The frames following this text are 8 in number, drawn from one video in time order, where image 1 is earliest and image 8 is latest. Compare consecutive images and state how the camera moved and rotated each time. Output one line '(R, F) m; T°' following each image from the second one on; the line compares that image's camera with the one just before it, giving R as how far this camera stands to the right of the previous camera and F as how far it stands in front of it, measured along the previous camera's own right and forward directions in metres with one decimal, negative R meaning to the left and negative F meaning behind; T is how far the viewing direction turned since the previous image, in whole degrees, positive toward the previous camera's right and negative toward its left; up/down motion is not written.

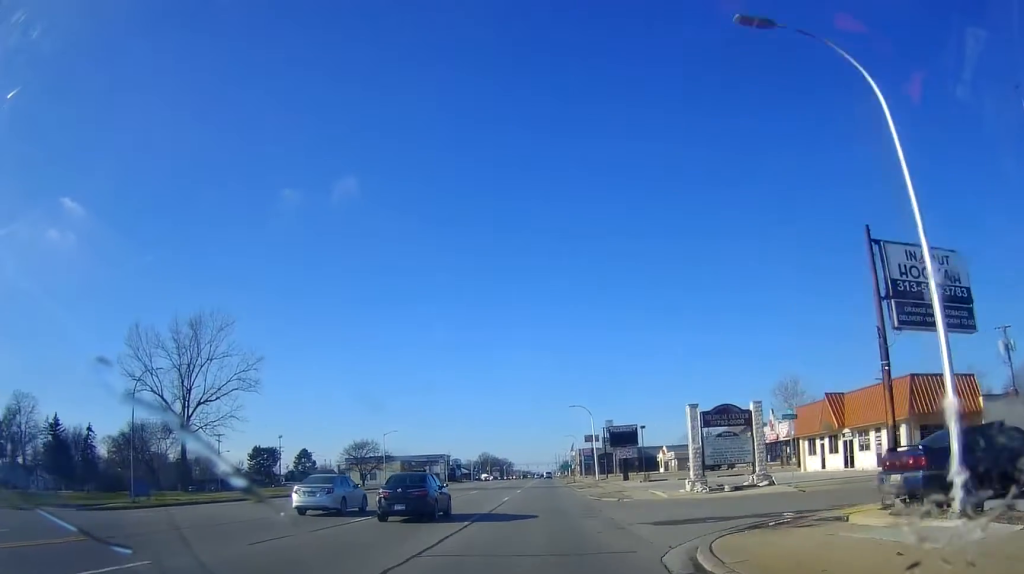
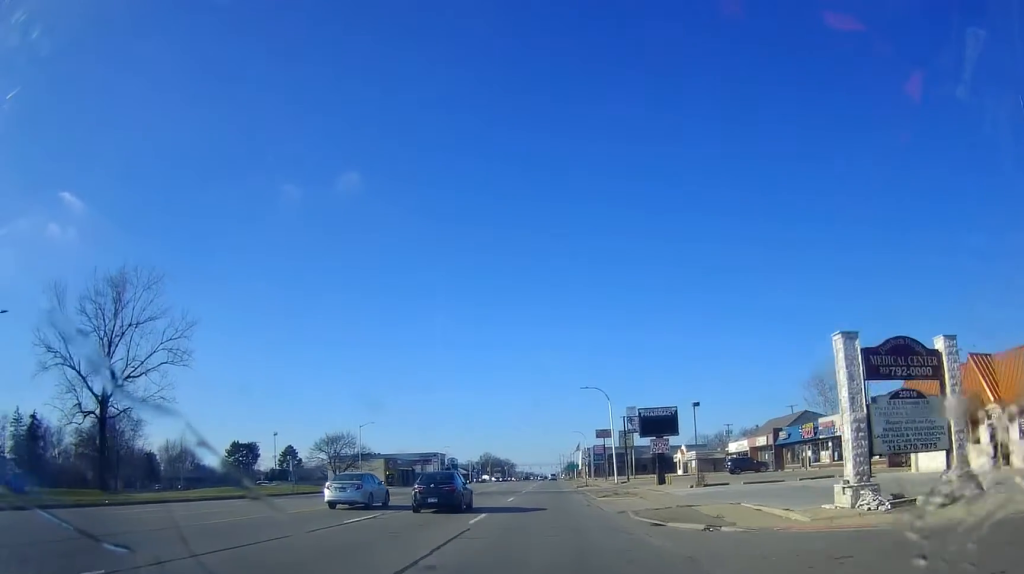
(-0.2, +14.2) m; 0°
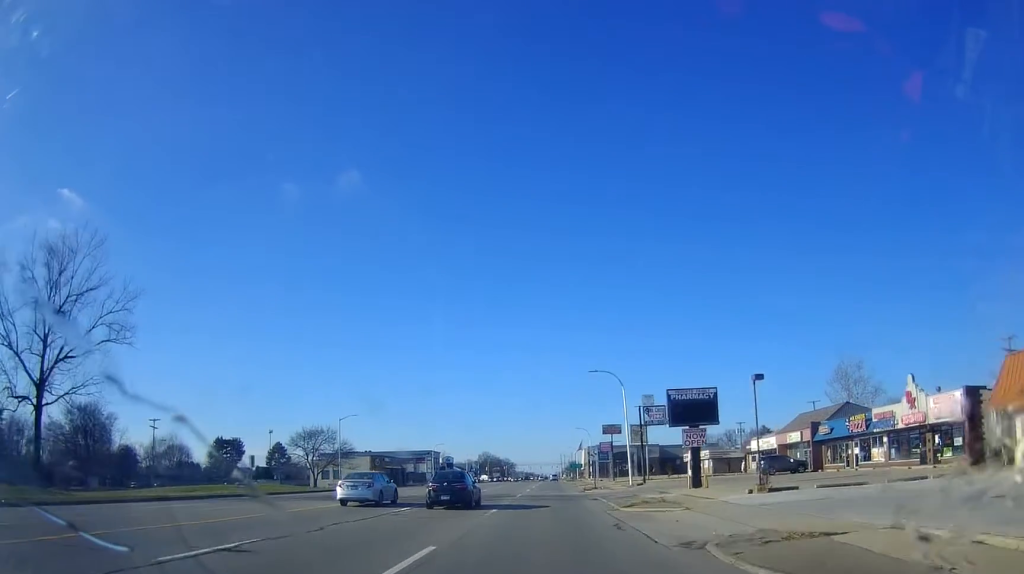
(0.0, +9.5) m; 0°
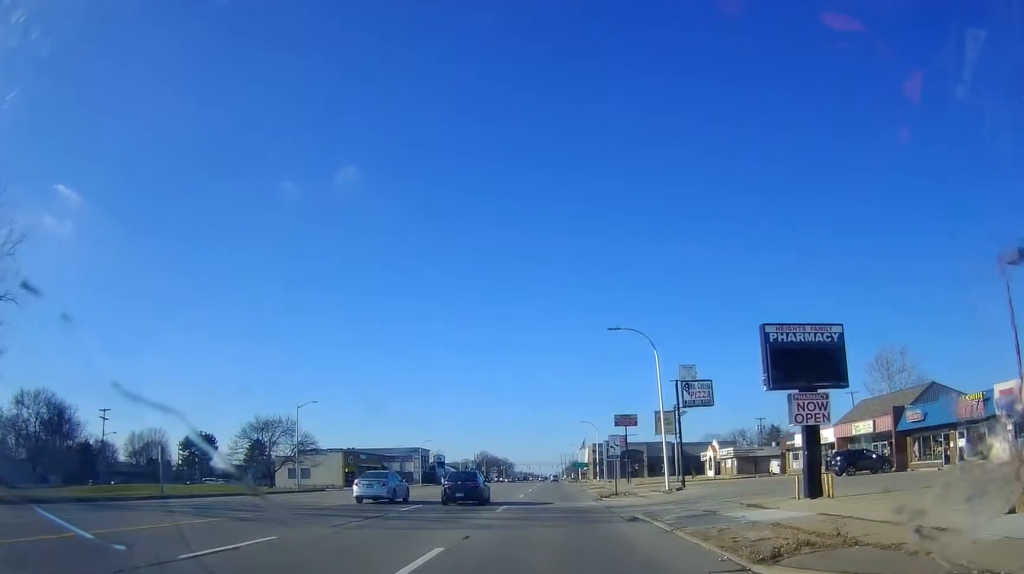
(+0.1, +16.1) m; -1°
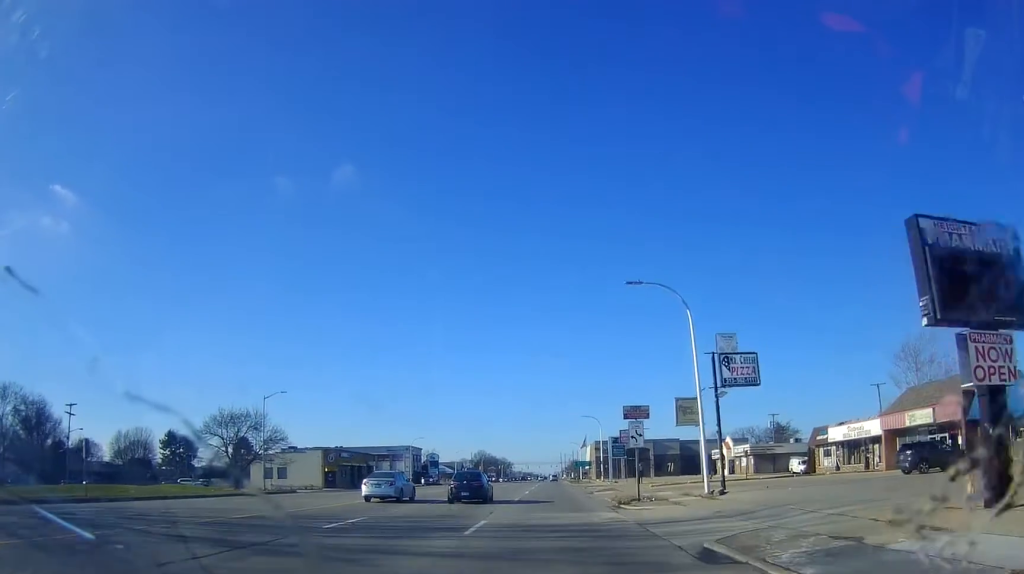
(-0.3, +10.8) m; 0°
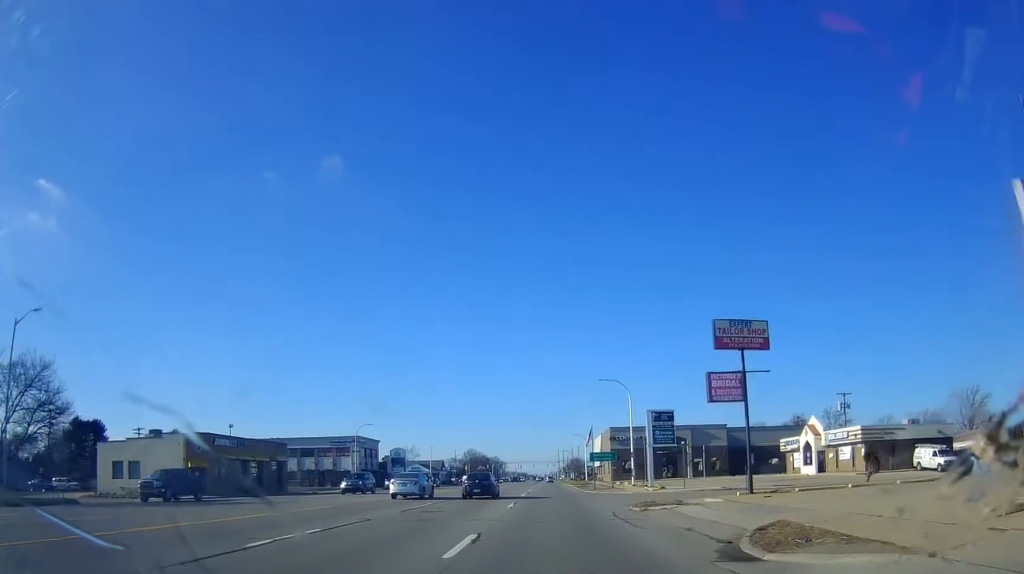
(+0.5, +43.8) m; 0°
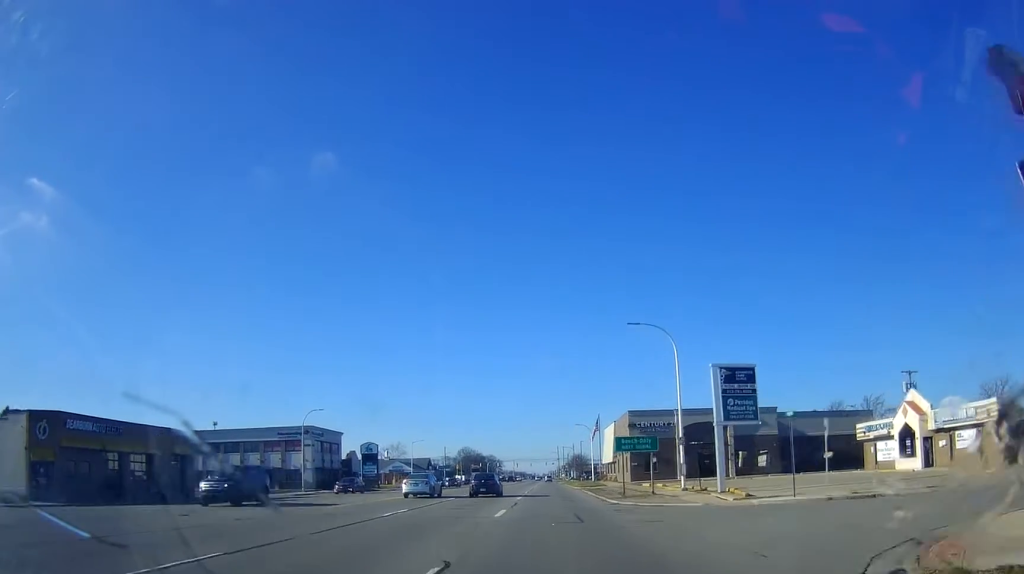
(-0.3, +24.2) m; -1°
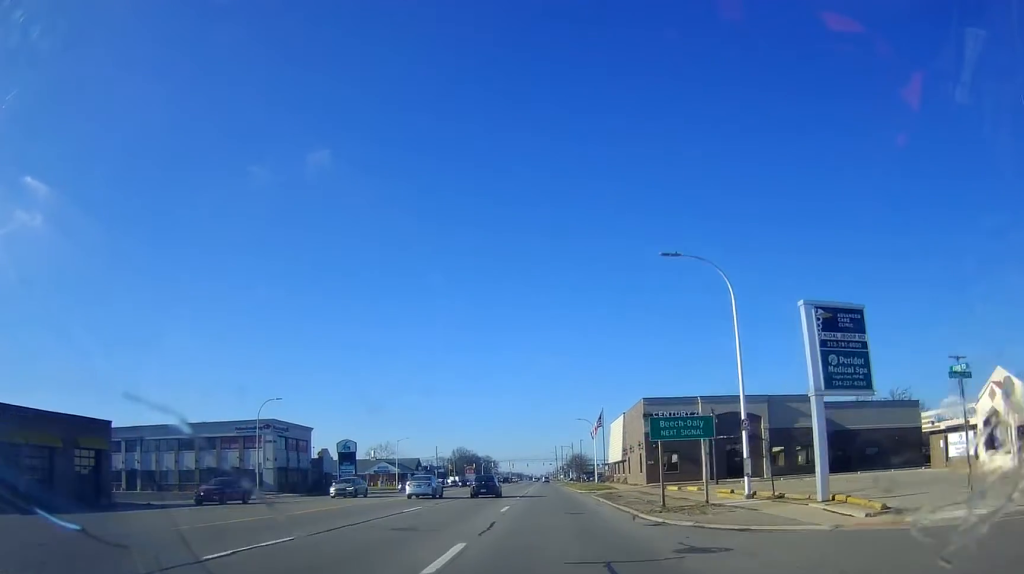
(0.0, +13.2) m; +1°
